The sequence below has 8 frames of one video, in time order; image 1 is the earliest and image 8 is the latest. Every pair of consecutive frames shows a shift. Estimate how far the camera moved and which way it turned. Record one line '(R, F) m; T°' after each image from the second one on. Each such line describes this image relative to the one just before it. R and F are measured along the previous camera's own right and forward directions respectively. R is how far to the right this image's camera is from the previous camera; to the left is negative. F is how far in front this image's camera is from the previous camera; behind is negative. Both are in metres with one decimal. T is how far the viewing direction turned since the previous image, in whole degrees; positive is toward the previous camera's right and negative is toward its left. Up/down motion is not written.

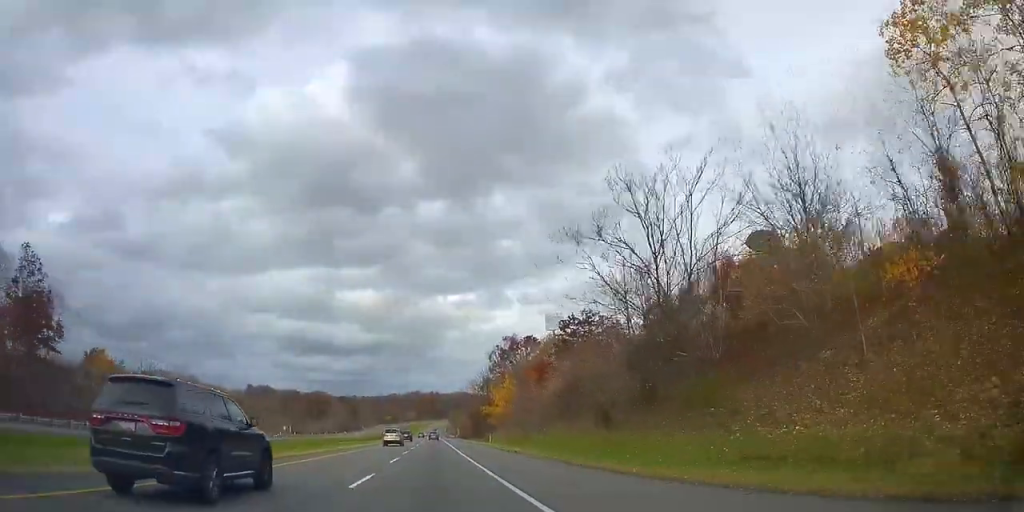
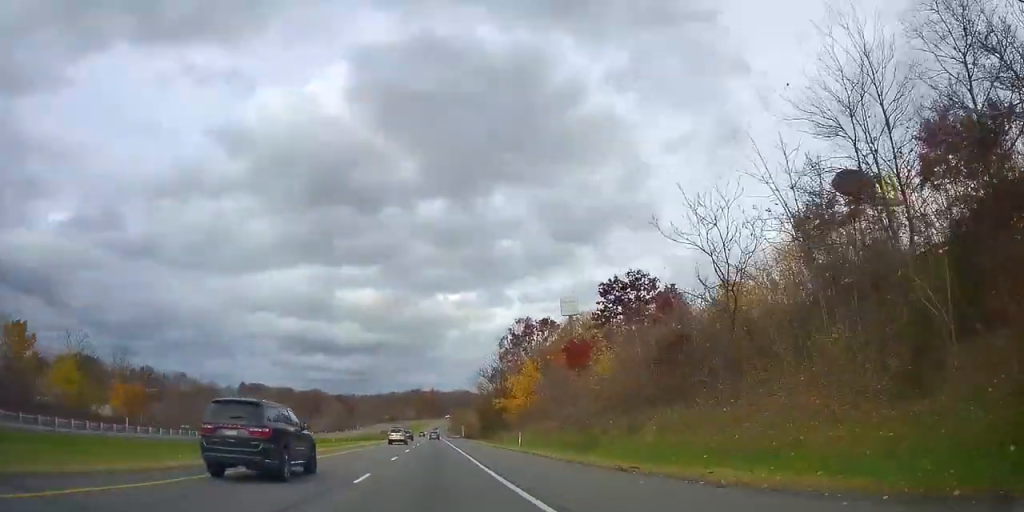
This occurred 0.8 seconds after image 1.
(-0.2, +23.1) m; -1°
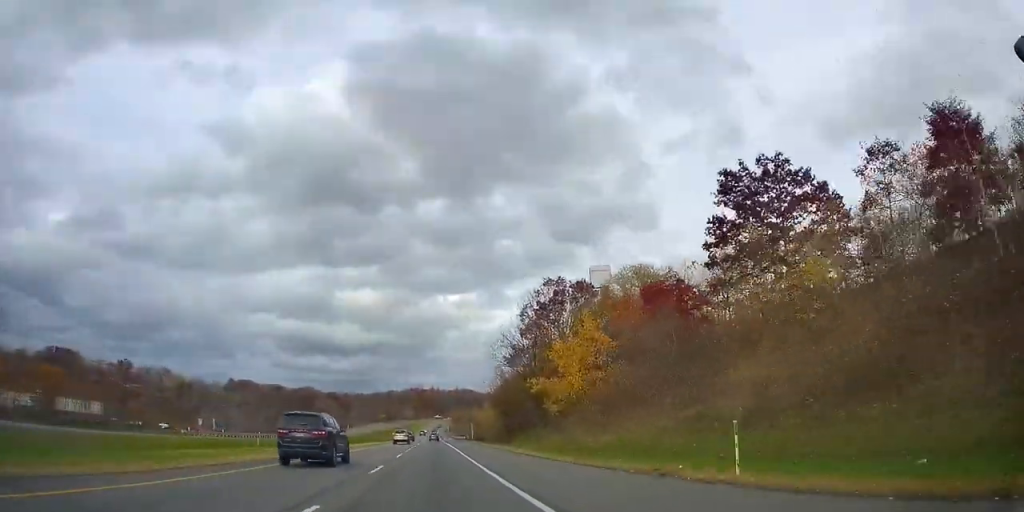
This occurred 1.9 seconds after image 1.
(-0.1, +32.5) m; 0°
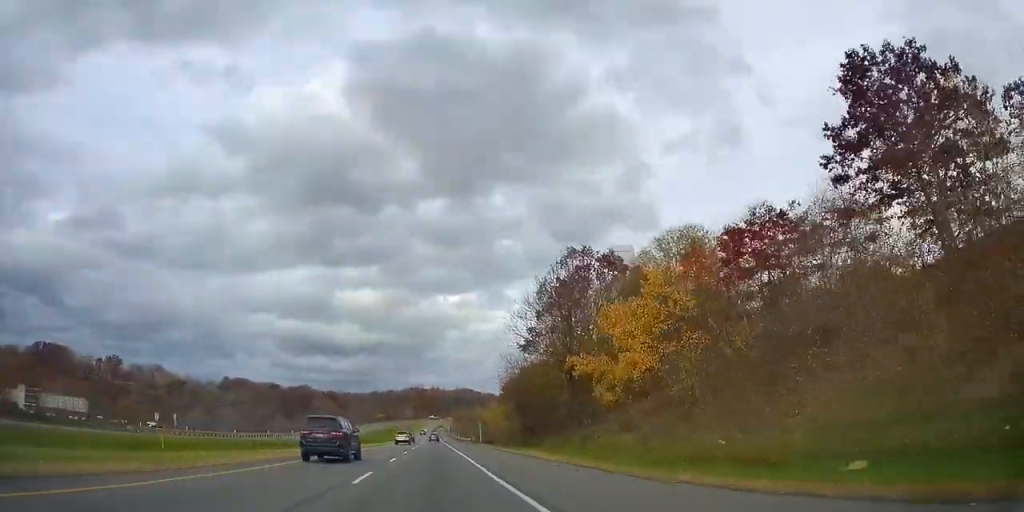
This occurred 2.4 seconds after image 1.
(0.0, +15.9) m; +1°
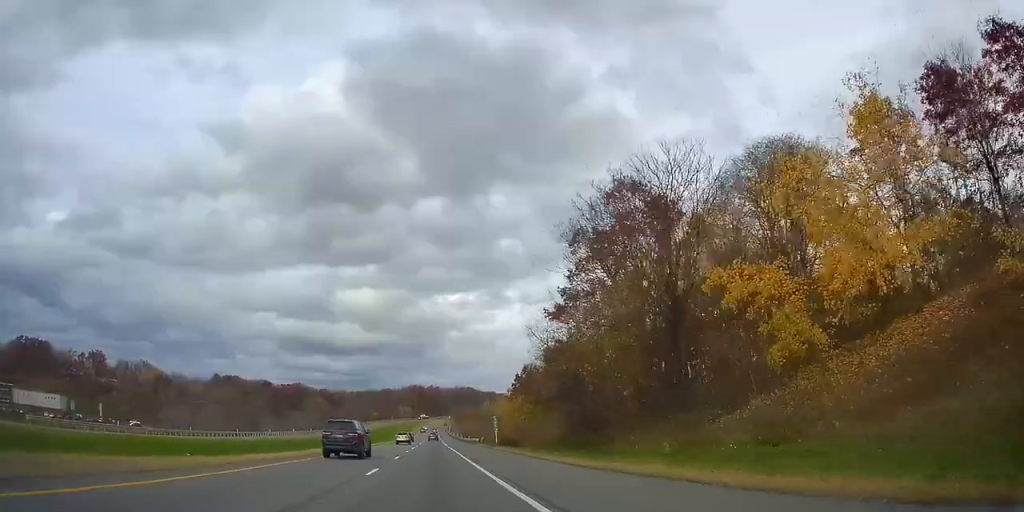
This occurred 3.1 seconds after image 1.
(+0.2, +21.0) m; +1°
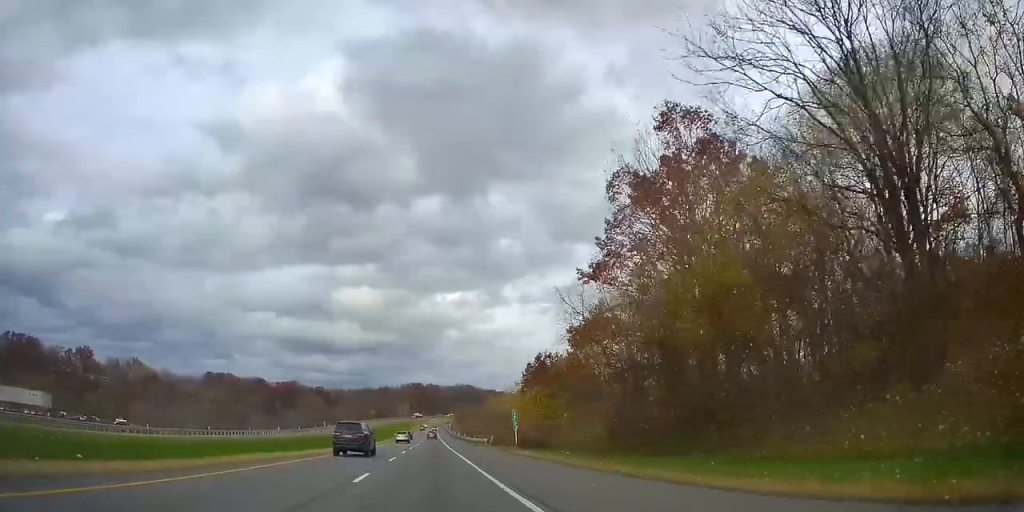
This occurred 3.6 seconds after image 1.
(+0.1, +14.5) m; 0°
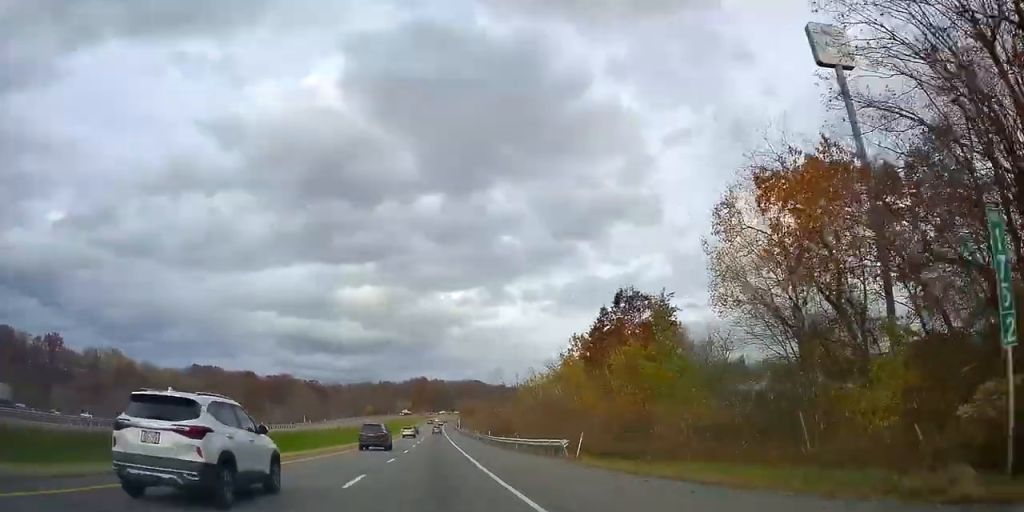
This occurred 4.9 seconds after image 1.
(-0.2, +38.3) m; -1°
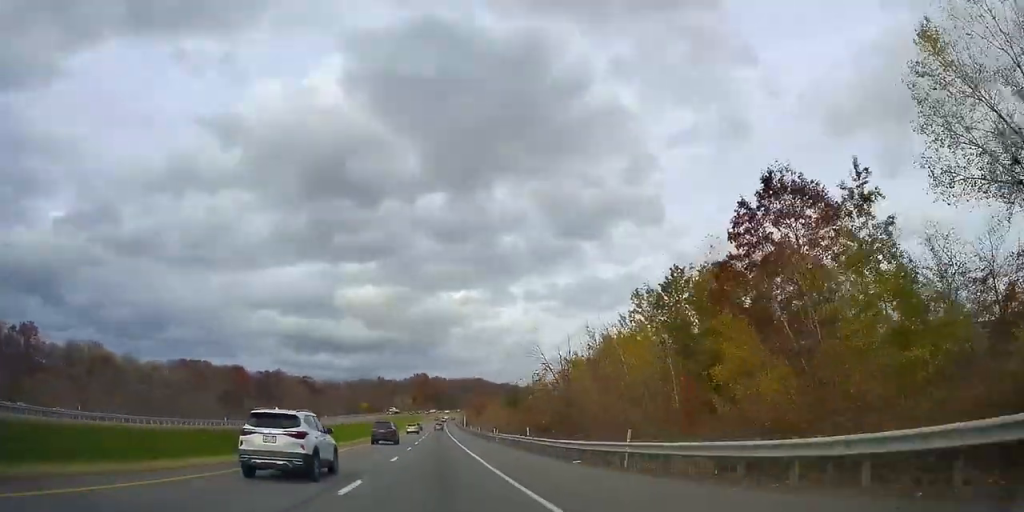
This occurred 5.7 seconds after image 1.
(-0.2, +25.2) m; 0°
